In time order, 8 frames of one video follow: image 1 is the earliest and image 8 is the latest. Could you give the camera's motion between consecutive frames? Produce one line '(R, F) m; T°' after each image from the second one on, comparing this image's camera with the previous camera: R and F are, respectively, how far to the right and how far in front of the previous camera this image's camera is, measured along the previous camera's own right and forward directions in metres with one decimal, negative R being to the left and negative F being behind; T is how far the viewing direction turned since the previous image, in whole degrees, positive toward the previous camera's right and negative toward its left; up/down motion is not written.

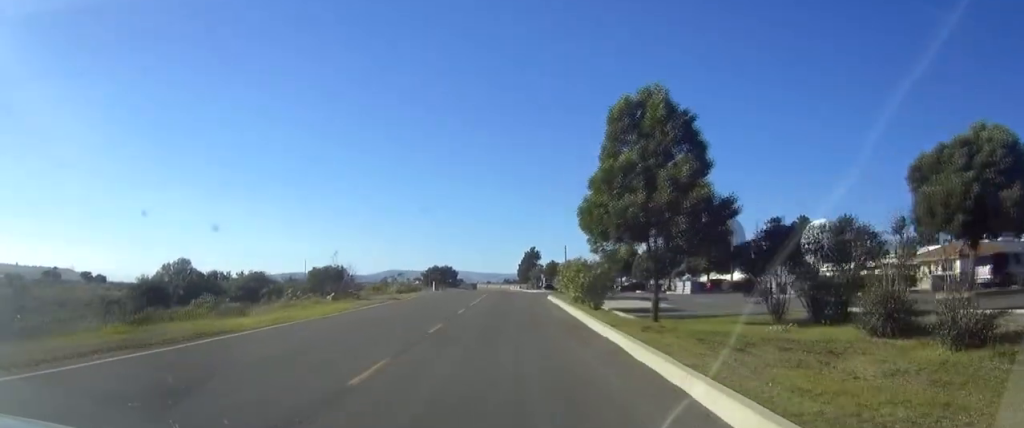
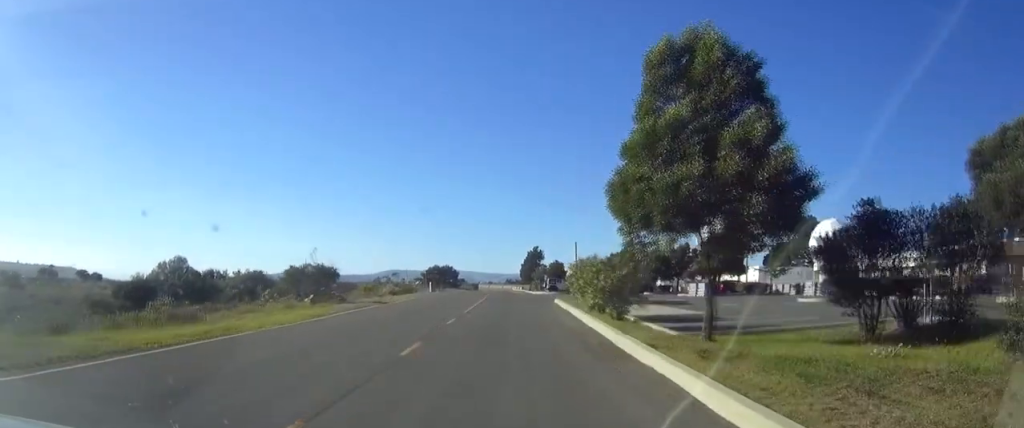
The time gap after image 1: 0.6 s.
(0.0, +4.0) m; 0°
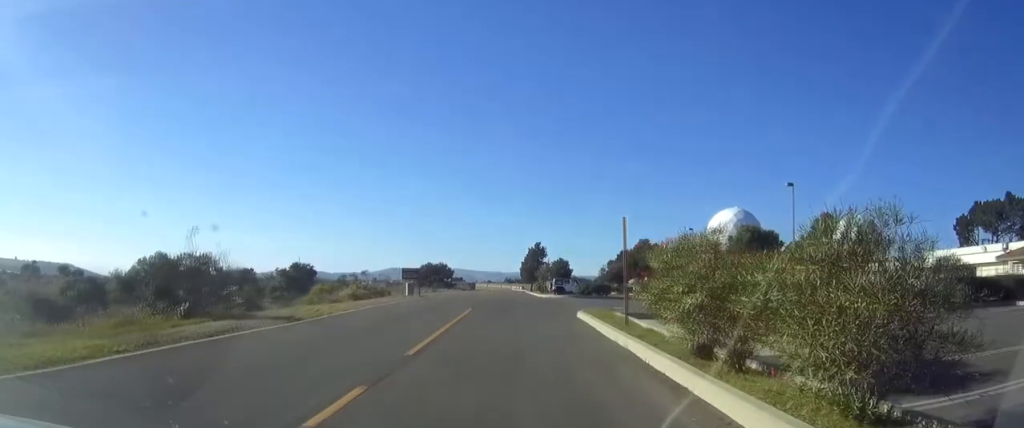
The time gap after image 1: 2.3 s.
(0.0, +12.0) m; 0°
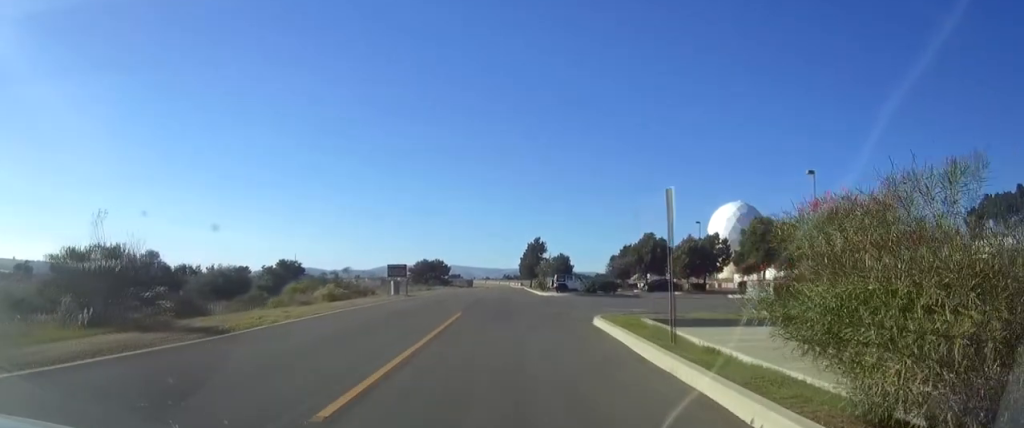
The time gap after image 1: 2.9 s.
(-0.1, +4.7) m; 0°
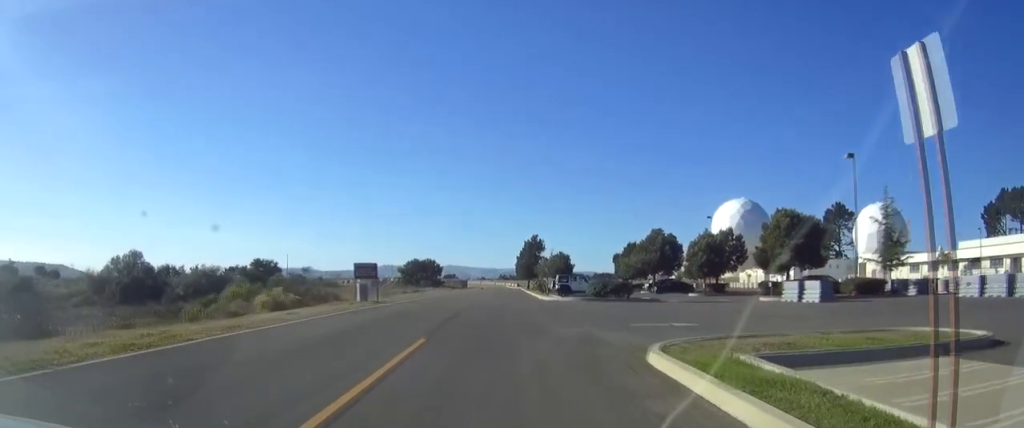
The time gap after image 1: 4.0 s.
(+0.1, +7.6) m; +1°
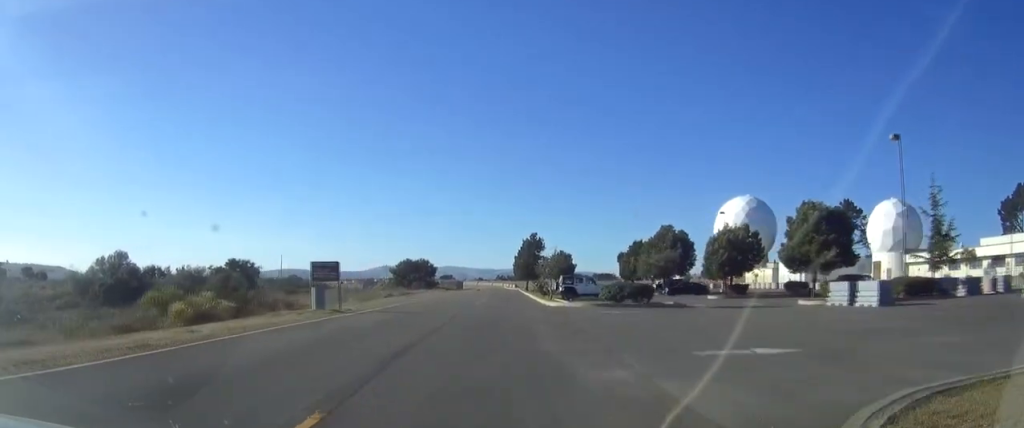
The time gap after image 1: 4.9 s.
(0.0, +6.9) m; +1°
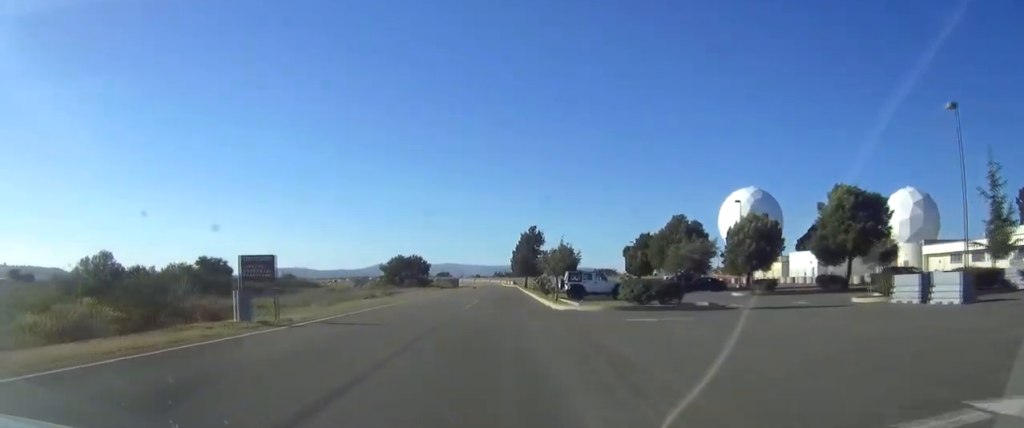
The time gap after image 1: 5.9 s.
(+0.1, +7.1) m; 0°
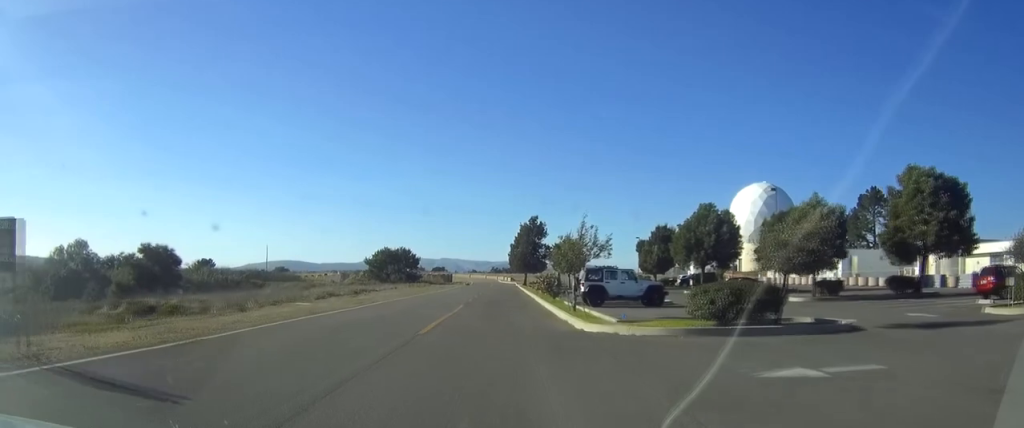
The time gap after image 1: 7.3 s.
(0.0, +11.3) m; 0°
